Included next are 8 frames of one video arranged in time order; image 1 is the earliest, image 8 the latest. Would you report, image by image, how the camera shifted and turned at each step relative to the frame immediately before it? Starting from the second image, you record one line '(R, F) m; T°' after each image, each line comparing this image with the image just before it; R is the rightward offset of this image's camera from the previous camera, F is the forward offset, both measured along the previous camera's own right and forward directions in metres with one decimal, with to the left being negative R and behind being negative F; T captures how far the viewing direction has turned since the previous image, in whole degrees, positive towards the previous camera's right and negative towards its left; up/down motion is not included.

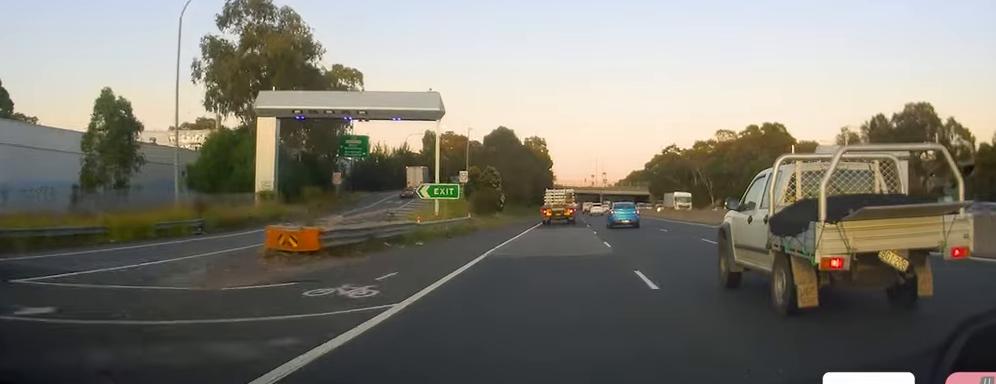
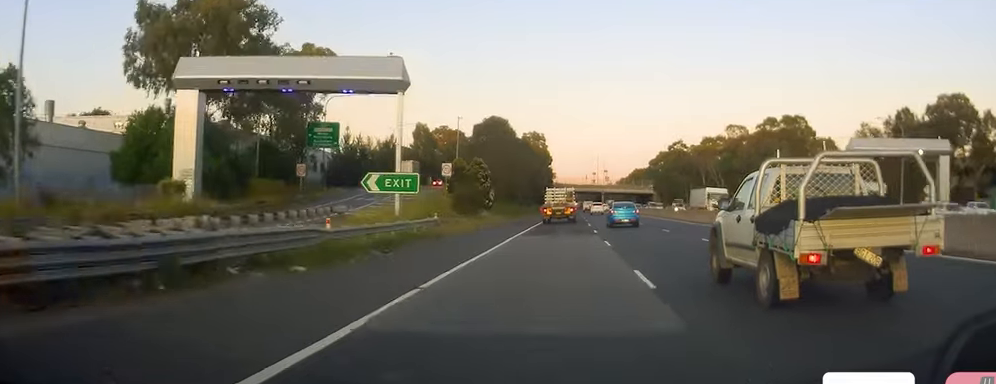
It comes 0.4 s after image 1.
(-0.2, +11.9) m; 0°
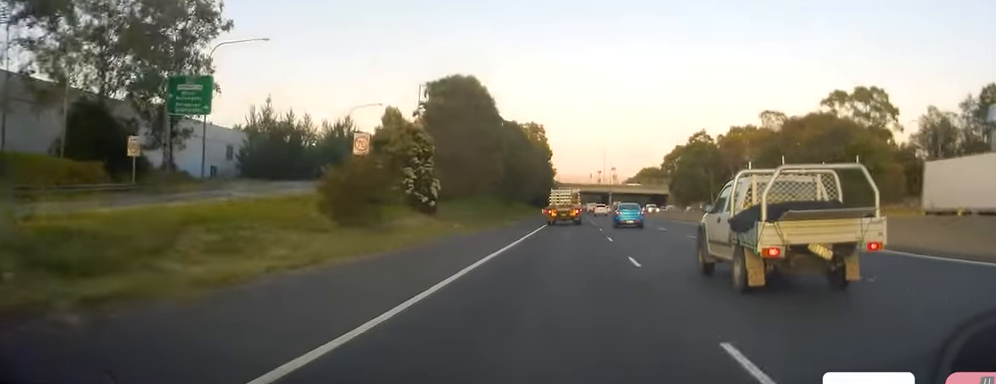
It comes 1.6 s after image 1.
(+0.4, +31.2) m; 0°
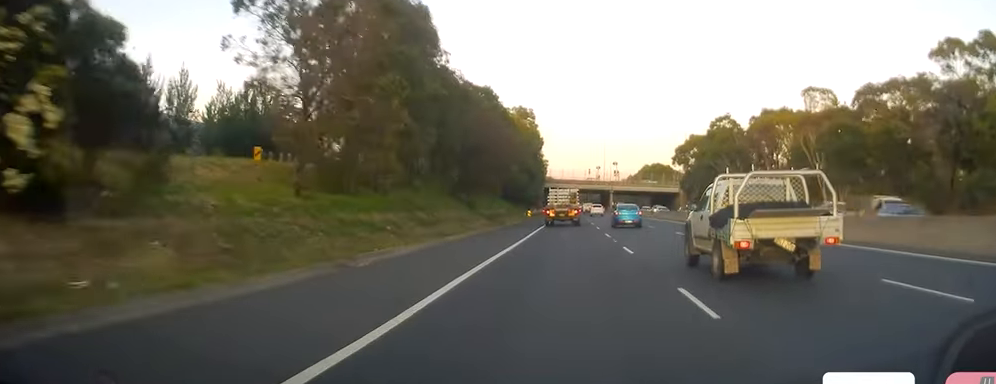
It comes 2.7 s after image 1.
(-0.4, +31.4) m; 0°
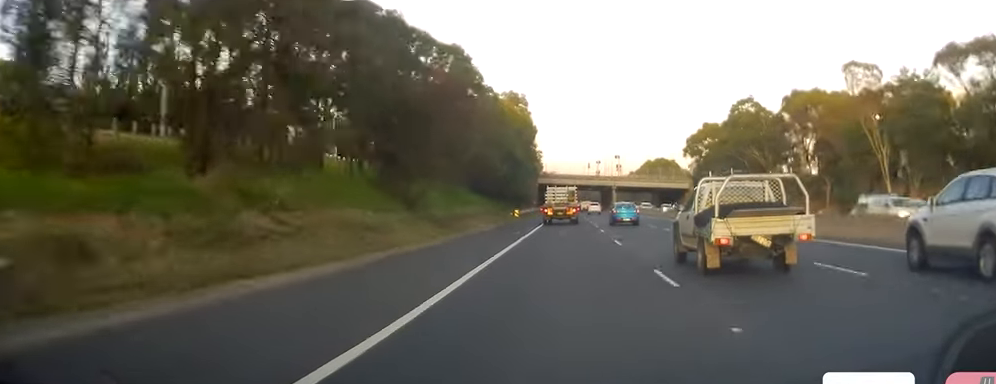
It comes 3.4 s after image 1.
(+0.4, +20.3) m; +1°
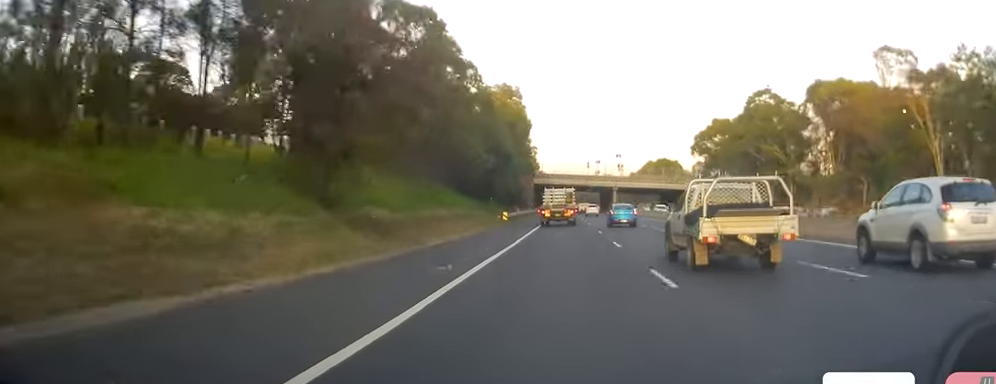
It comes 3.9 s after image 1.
(0.0, +12.0) m; 0°
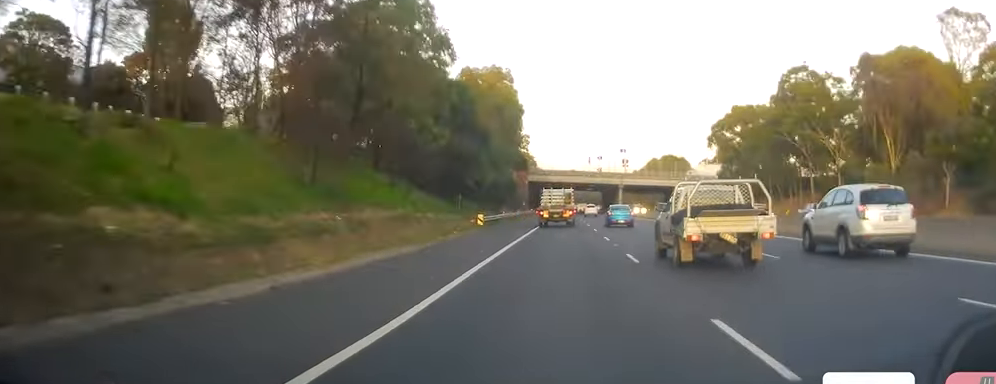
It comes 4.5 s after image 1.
(0.0, +18.4) m; -1°
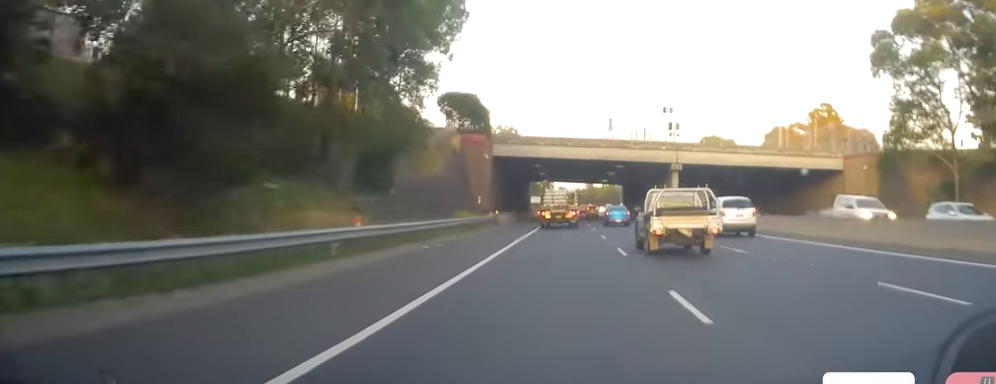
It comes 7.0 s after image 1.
(+0.5, +68.5) m; 0°
